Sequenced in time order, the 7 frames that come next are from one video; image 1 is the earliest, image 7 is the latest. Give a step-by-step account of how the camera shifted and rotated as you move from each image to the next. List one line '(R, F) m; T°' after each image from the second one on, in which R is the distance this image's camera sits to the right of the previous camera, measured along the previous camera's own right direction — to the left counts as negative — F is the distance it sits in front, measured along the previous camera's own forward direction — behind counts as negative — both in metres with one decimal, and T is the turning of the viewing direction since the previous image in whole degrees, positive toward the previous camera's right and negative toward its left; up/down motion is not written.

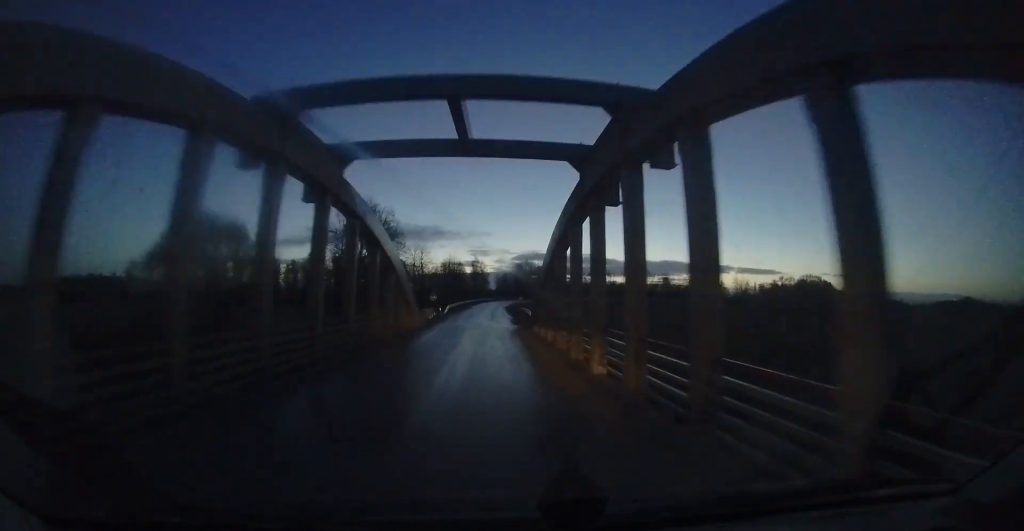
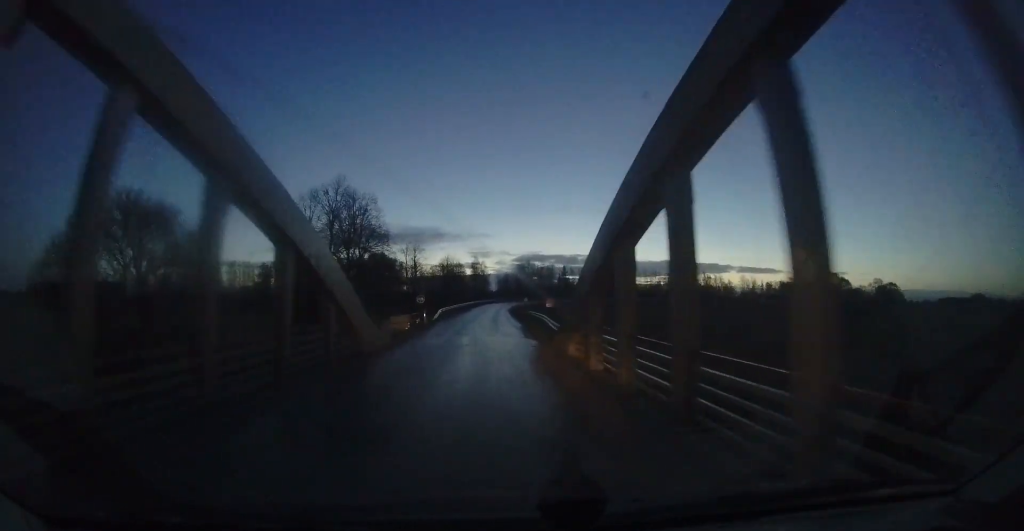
(-0.1, +7.5) m; +1°
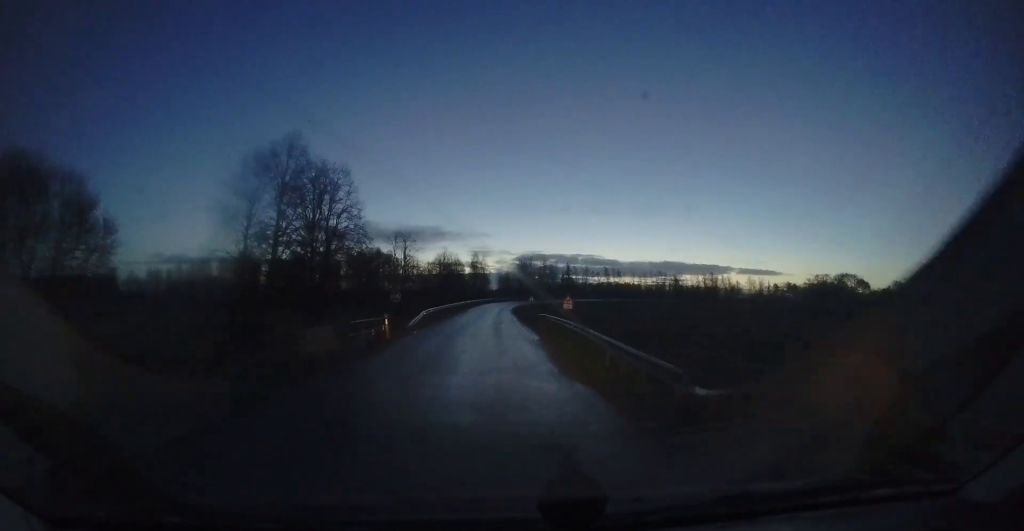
(+0.2, +8.1) m; 0°
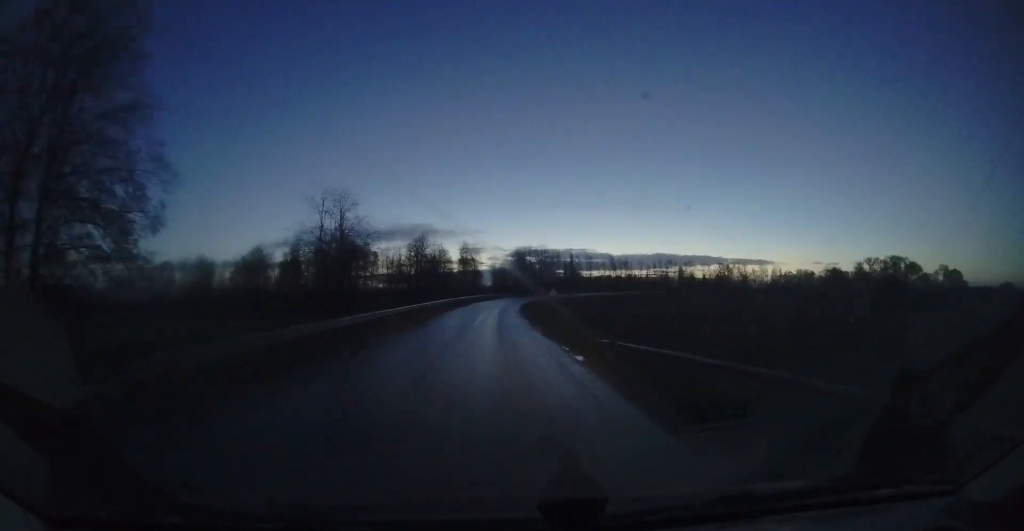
(-0.2, +22.4) m; -2°
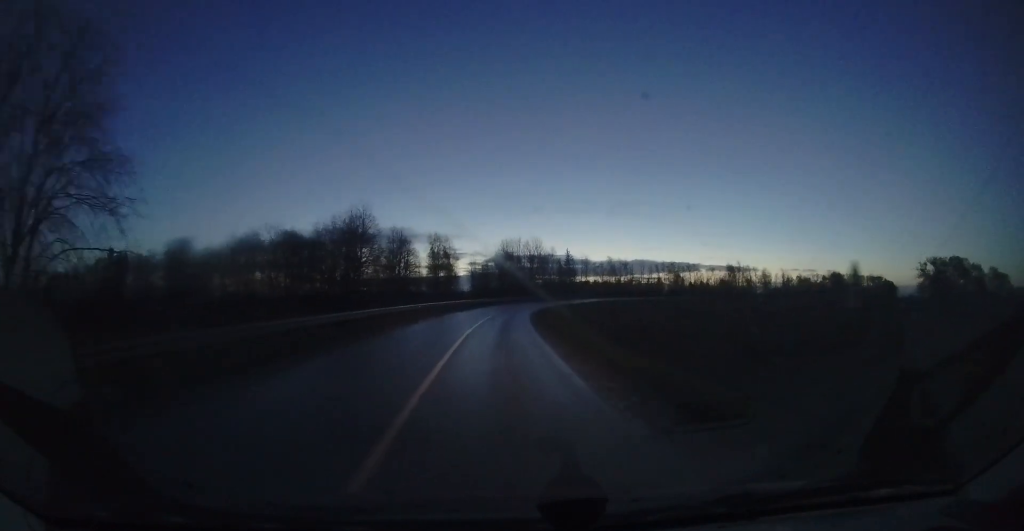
(+1.2, +27.7) m; +6°
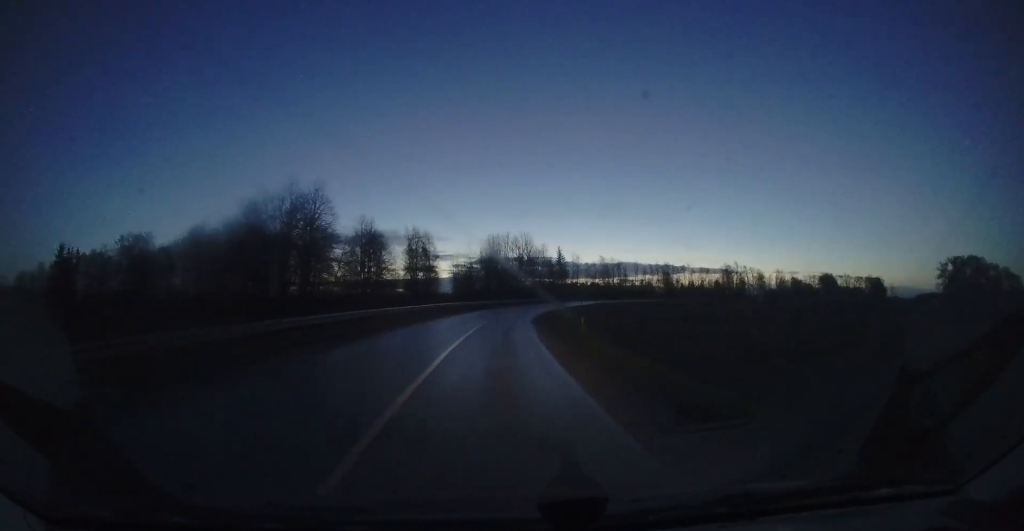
(+0.3, +10.9) m; +2°
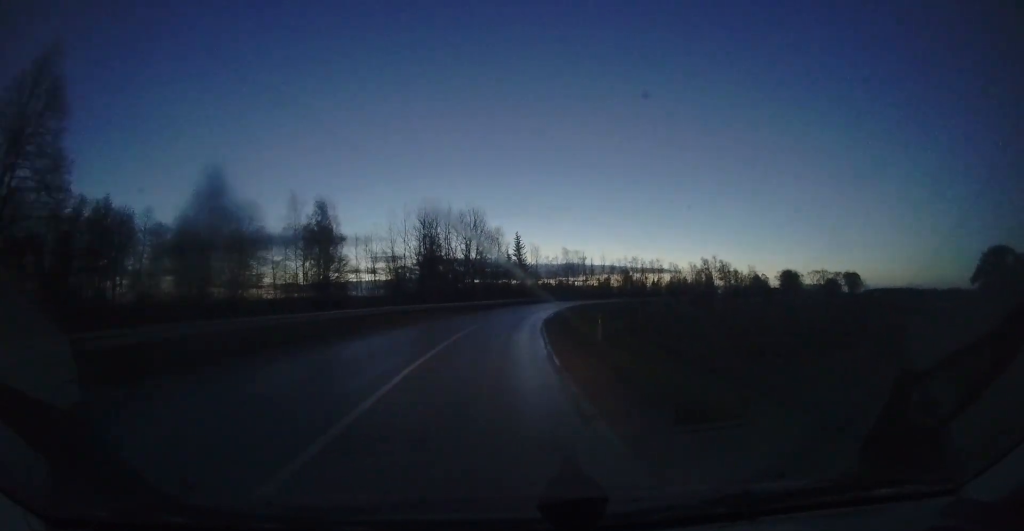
(+1.5, +28.5) m; +9°
